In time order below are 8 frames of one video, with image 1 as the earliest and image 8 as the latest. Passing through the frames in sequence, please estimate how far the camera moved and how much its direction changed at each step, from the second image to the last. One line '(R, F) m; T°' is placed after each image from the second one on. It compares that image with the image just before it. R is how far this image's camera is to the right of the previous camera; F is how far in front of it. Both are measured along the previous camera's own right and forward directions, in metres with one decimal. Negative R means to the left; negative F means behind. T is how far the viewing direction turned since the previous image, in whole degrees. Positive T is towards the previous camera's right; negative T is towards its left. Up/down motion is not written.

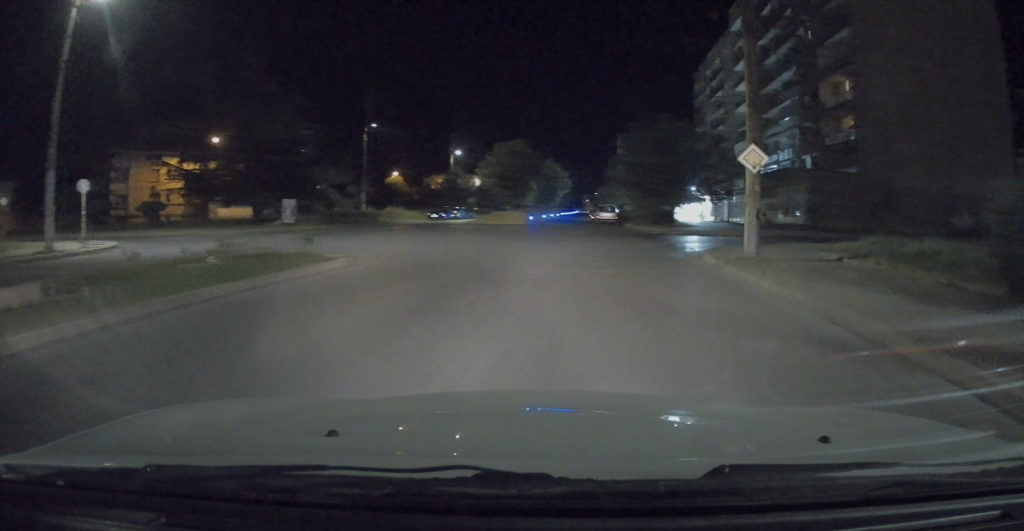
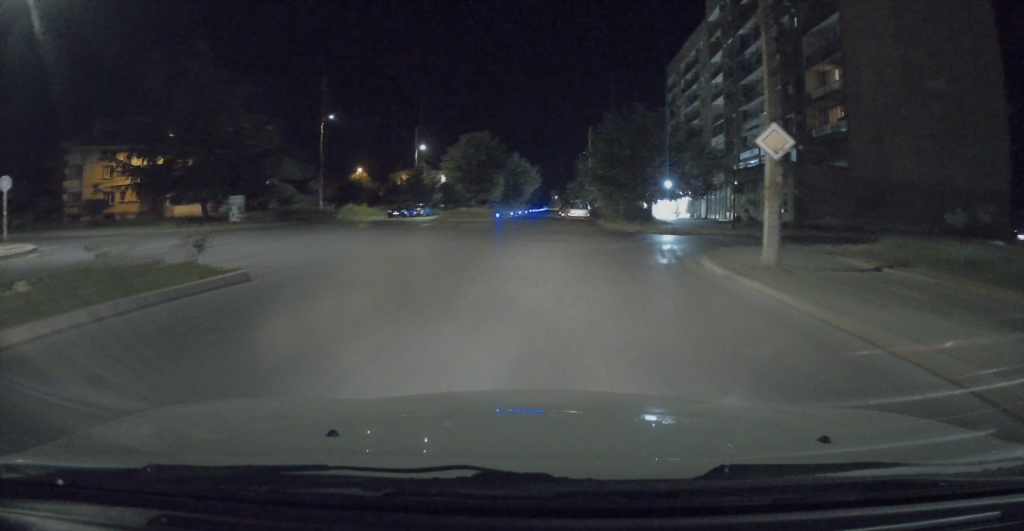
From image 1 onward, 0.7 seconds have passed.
(0.0, +3.3) m; +1°
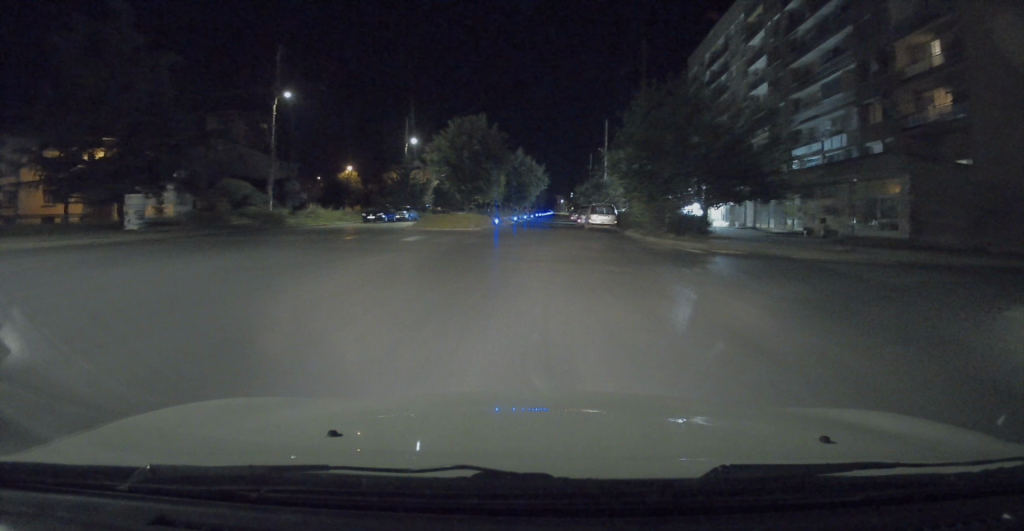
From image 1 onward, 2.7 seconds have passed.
(+0.3, +11.3) m; +2°
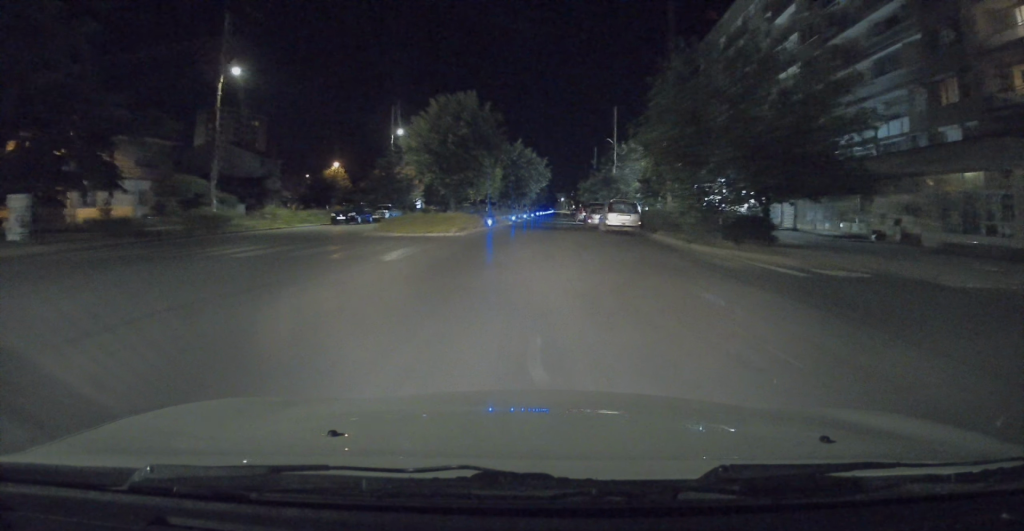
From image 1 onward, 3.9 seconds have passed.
(0.0, +7.4) m; 0°
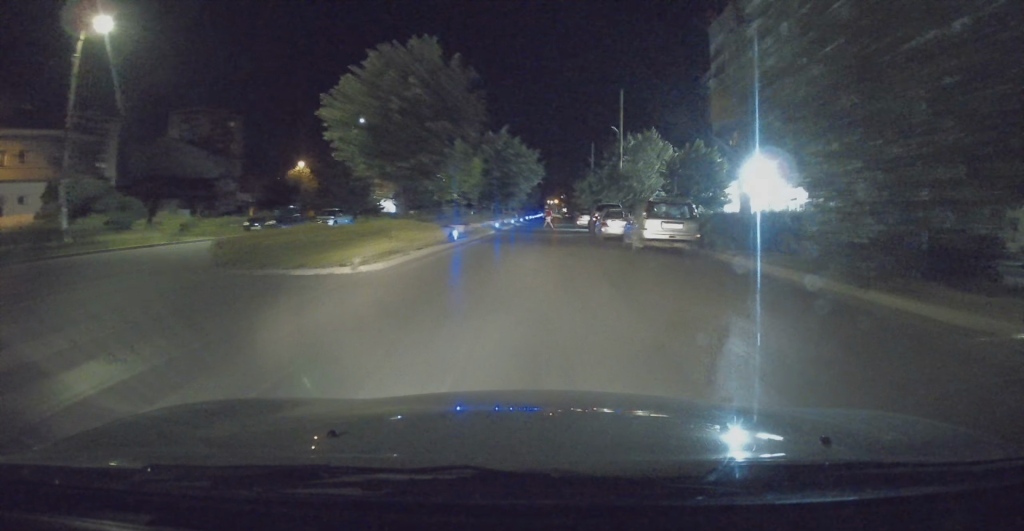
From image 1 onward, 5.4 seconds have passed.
(0.0, +10.7) m; 0°
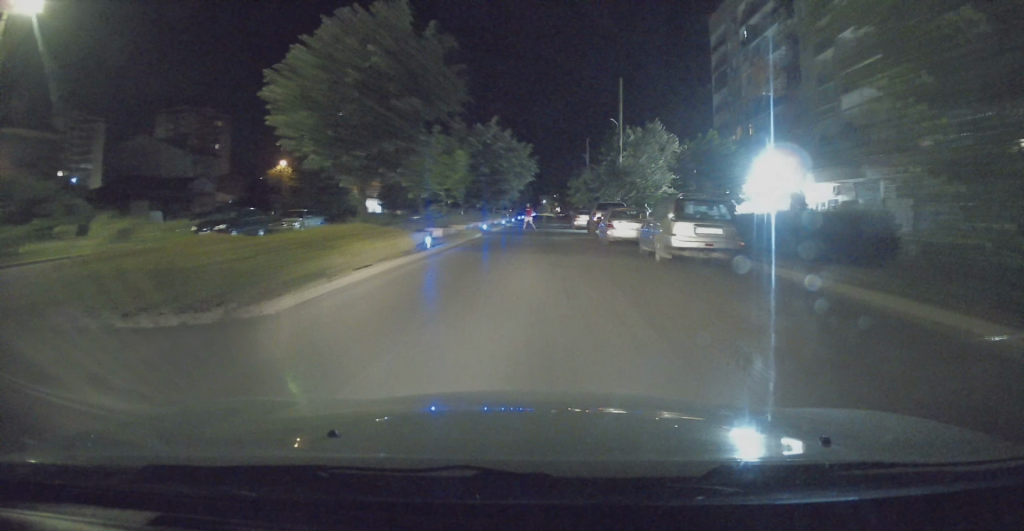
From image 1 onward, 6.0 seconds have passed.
(0.0, +4.2) m; 0°
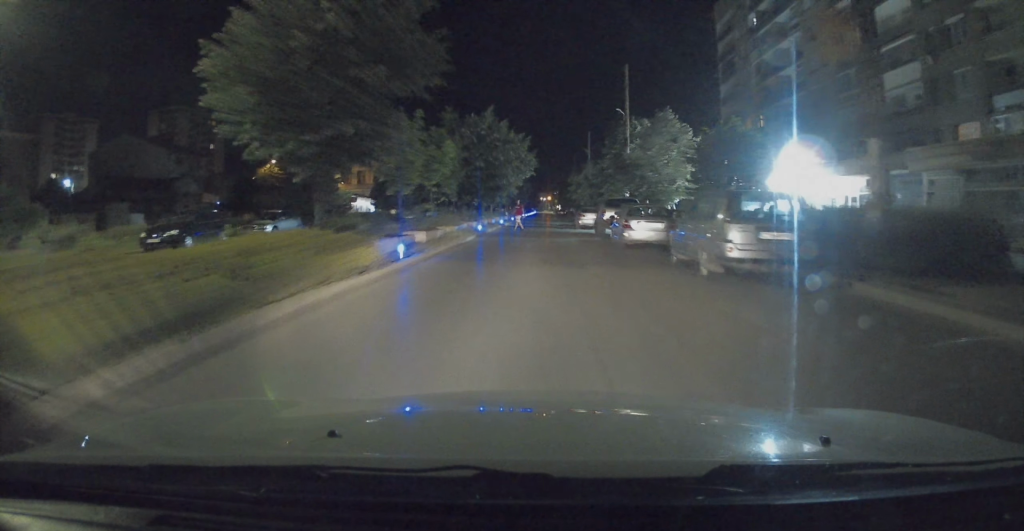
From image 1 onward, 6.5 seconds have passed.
(0.0, +3.7) m; 0°
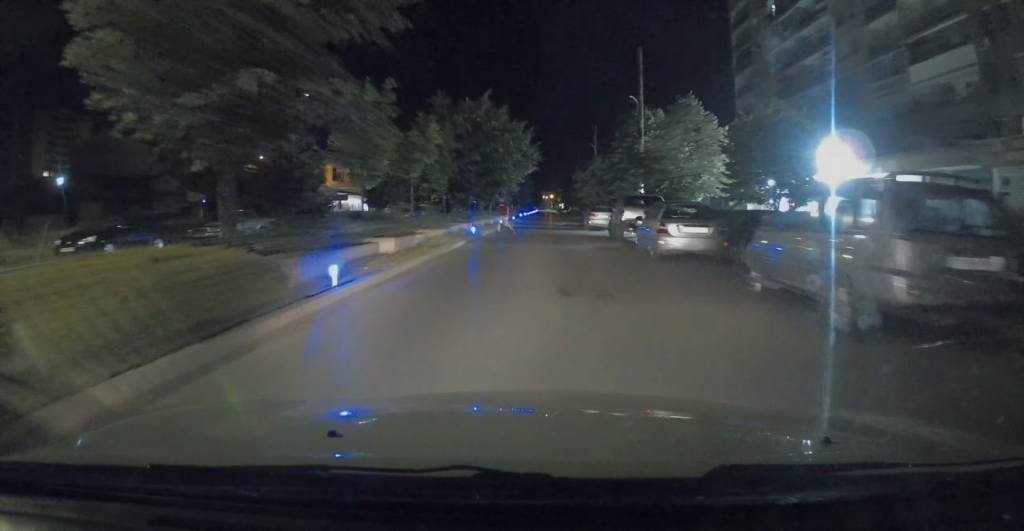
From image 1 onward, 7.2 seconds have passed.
(0.0, +4.9) m; 0°
